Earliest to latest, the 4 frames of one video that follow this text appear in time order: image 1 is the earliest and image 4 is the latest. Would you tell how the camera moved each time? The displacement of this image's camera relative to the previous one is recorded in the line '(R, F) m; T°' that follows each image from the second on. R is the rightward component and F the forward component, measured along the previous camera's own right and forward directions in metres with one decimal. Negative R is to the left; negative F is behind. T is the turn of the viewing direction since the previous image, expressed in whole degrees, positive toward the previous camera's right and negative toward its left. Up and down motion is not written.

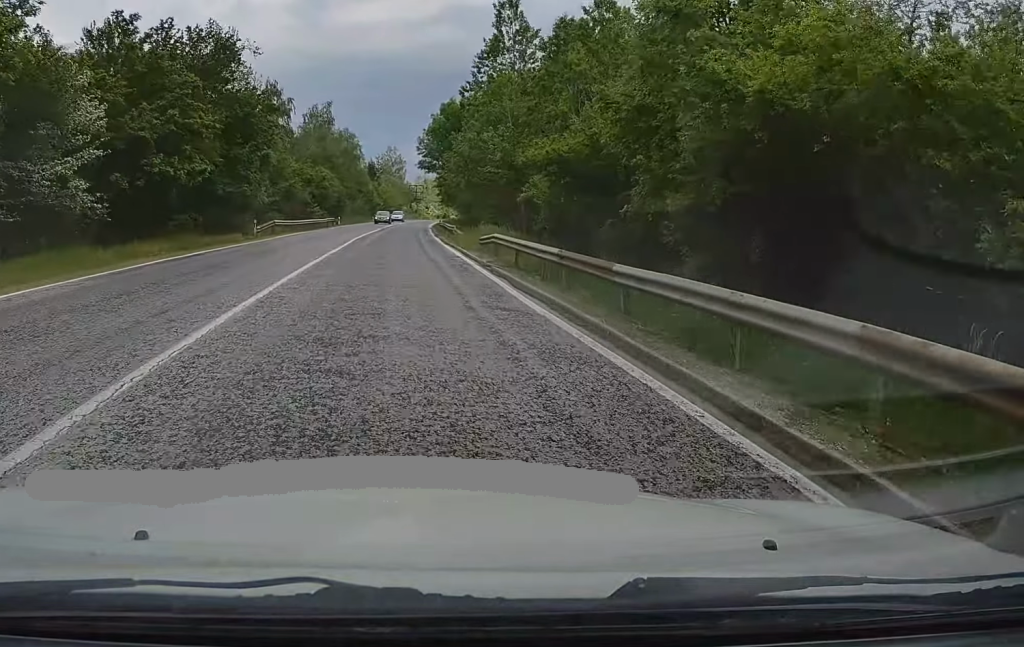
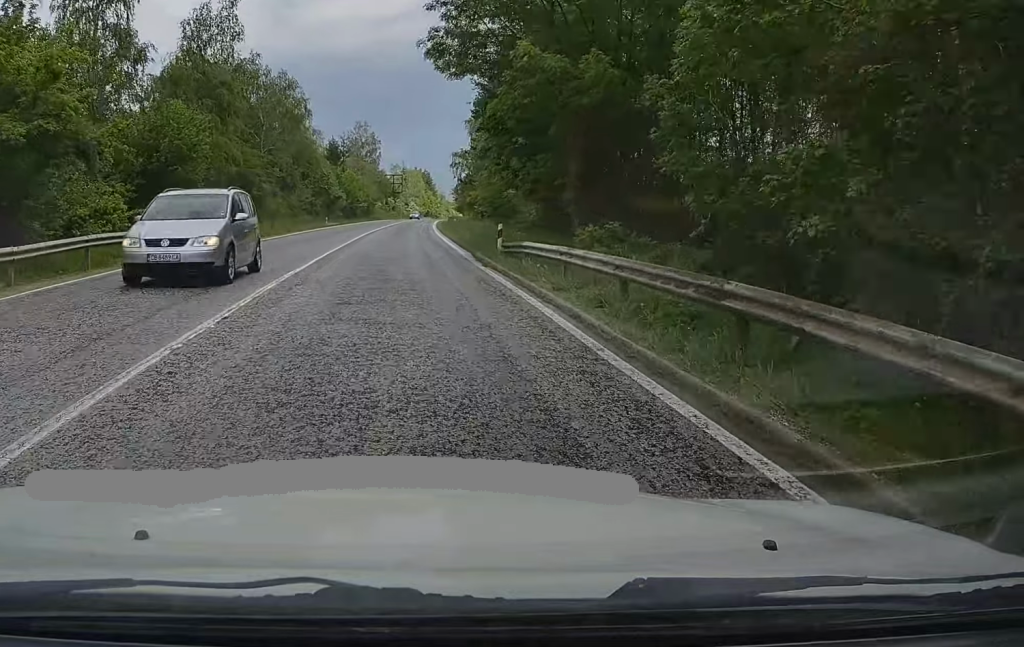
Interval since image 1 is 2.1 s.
(+1.2, +53.6) m; +2°
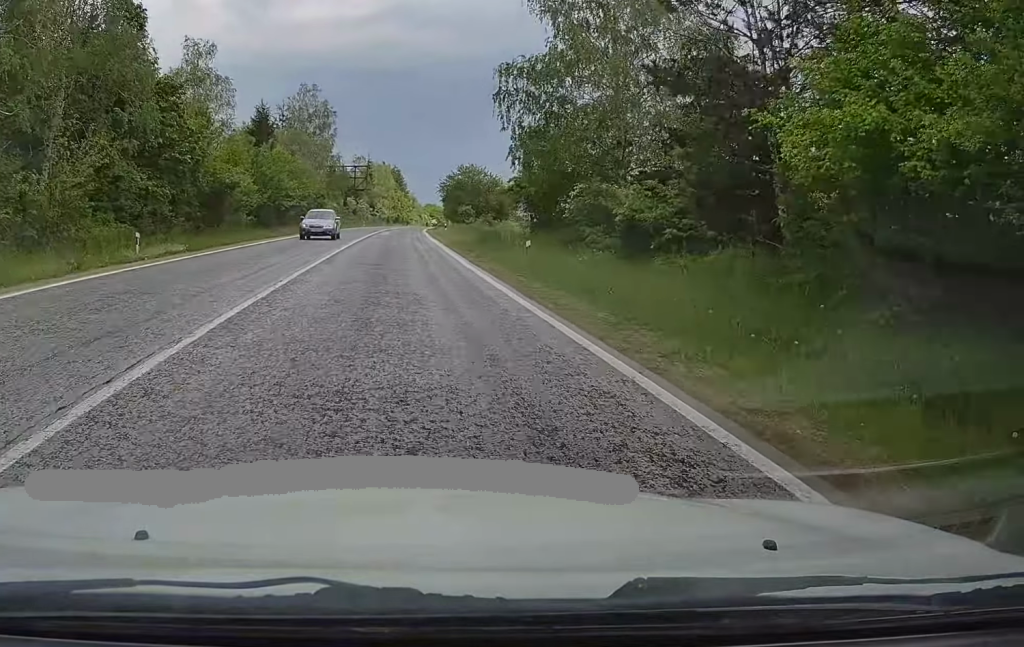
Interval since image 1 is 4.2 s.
(+1.7, +50.6) m; +3°
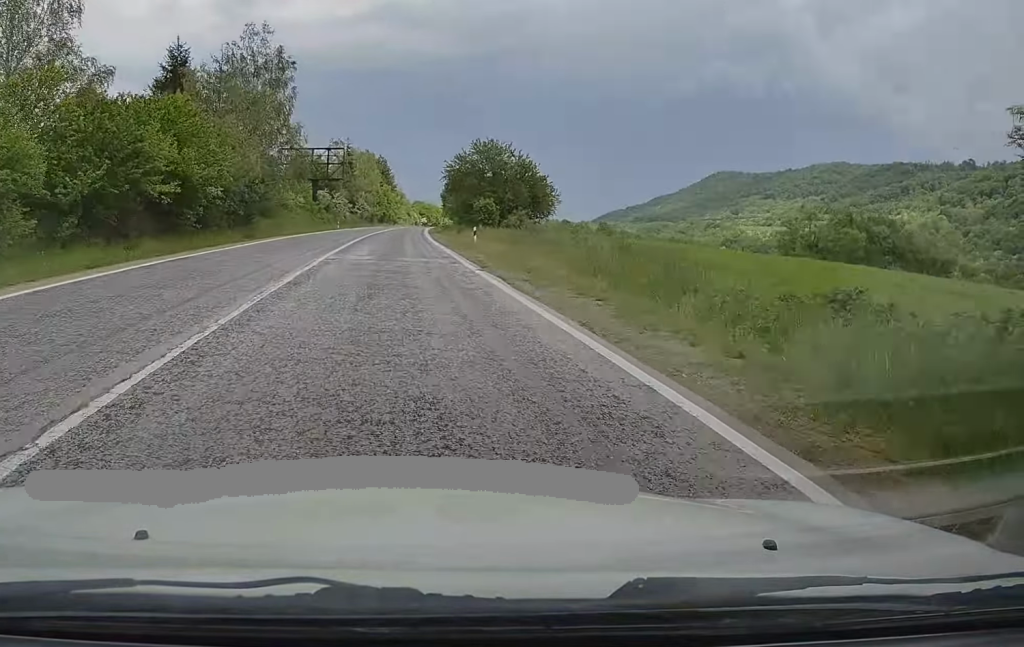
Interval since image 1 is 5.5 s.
(-0.3, +33.6) m; 0°
